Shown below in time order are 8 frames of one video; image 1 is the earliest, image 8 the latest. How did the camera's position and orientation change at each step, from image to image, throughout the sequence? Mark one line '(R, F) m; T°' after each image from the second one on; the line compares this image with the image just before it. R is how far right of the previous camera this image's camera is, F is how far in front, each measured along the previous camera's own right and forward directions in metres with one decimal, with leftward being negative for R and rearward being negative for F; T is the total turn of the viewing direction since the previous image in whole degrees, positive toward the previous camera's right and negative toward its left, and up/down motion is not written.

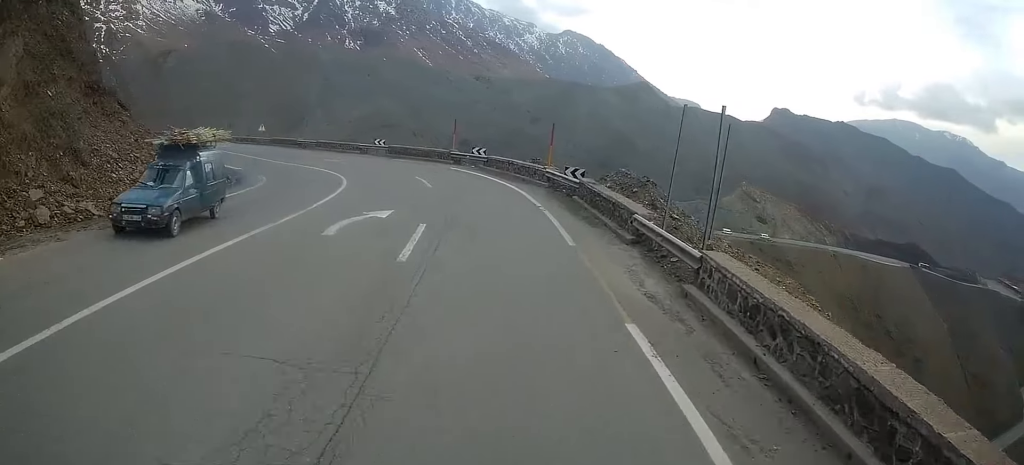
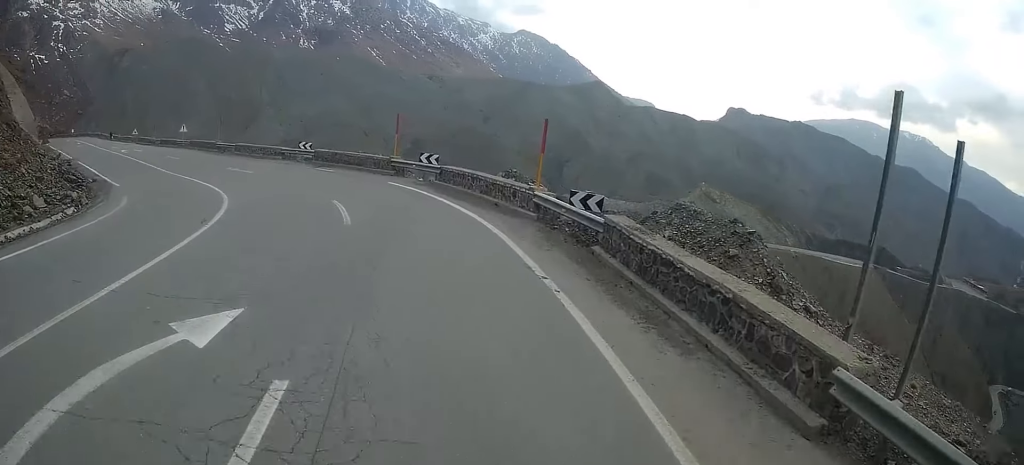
(0.0, +10.0) m; -3°
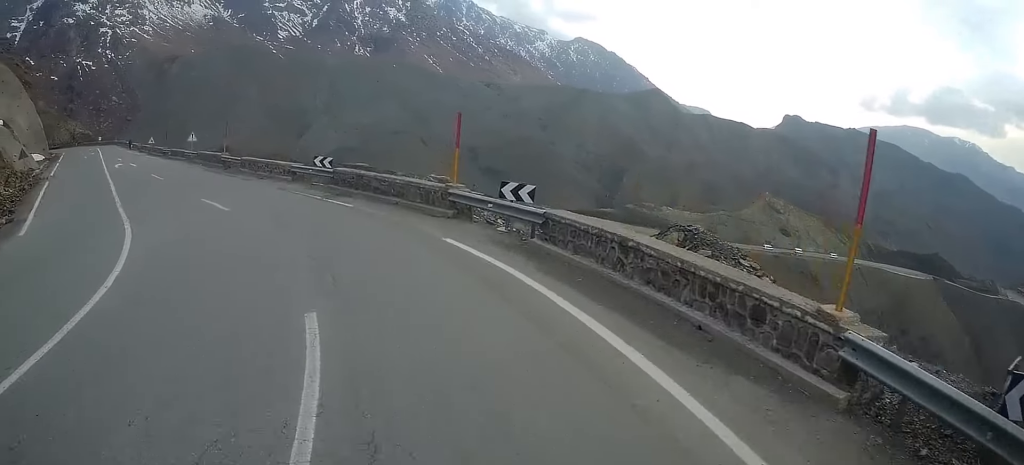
(-0.6, +11.8) m; -5°
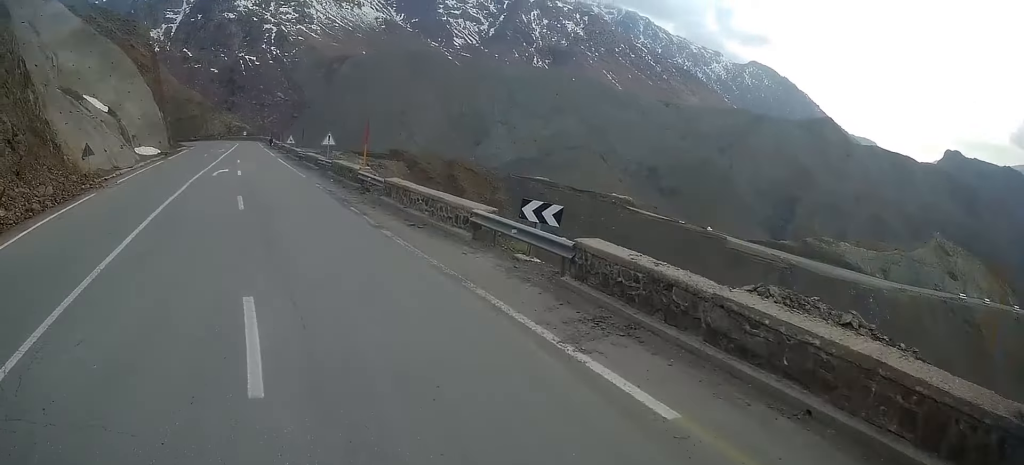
(-1.1, +12.9) m; -11°
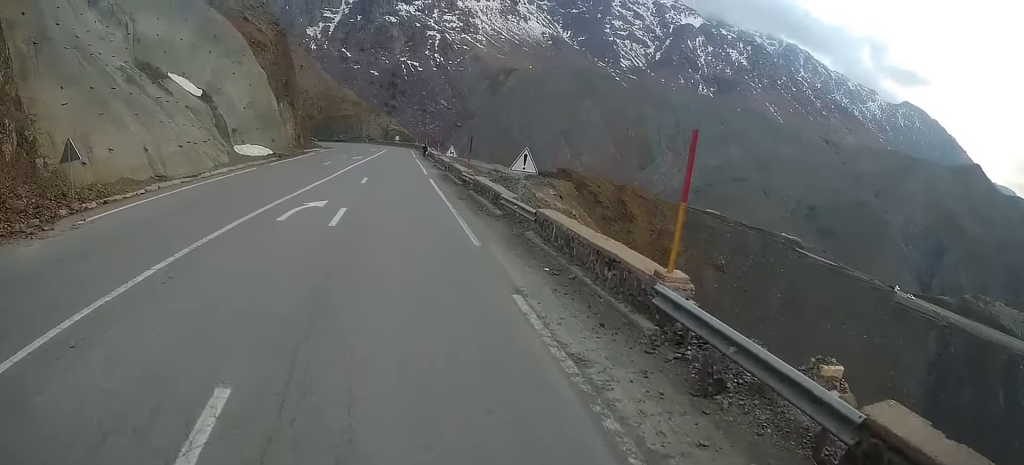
(-1.8, +16.5) m; -12°
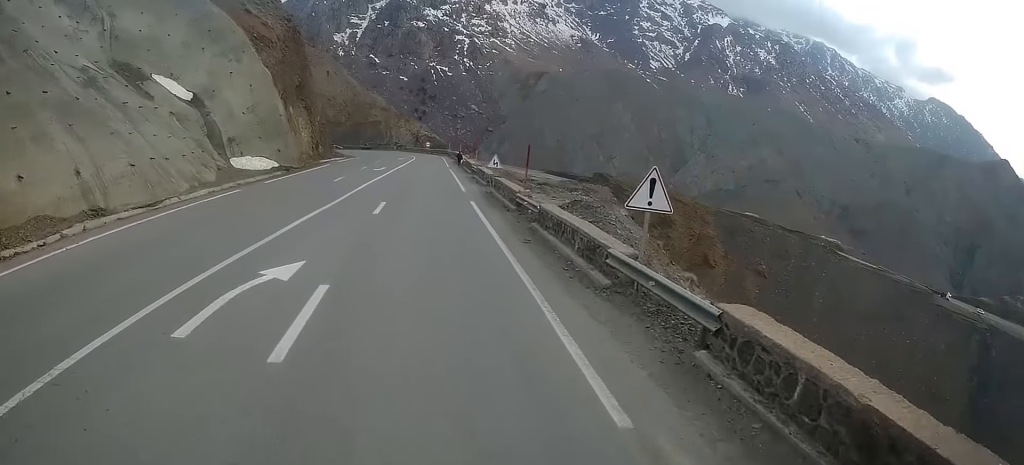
(-0.7, +8.8) m; -3°
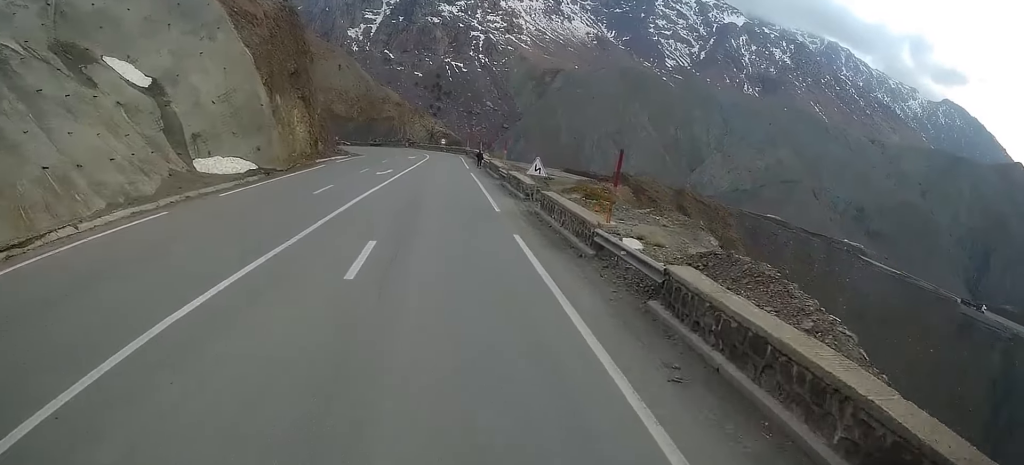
(+0.3, +9.6) m; -1°
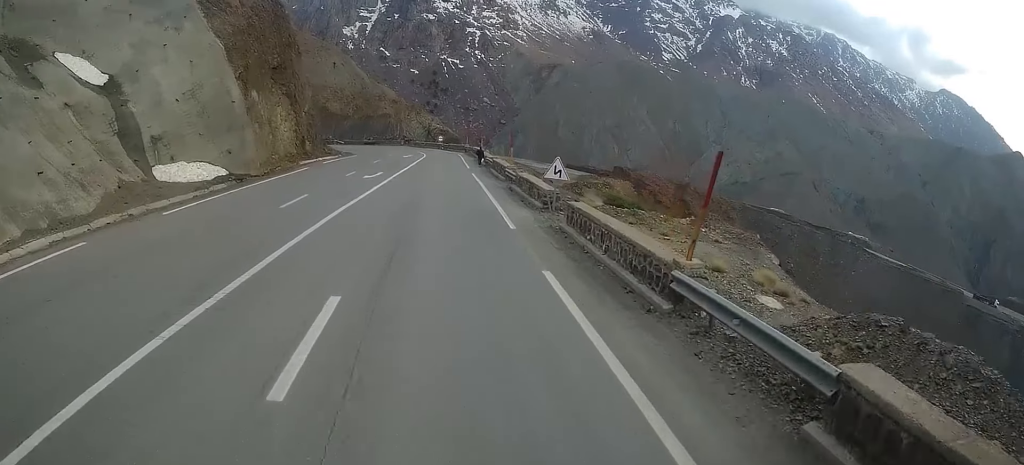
(-0.2, +5.0) m; -1°
